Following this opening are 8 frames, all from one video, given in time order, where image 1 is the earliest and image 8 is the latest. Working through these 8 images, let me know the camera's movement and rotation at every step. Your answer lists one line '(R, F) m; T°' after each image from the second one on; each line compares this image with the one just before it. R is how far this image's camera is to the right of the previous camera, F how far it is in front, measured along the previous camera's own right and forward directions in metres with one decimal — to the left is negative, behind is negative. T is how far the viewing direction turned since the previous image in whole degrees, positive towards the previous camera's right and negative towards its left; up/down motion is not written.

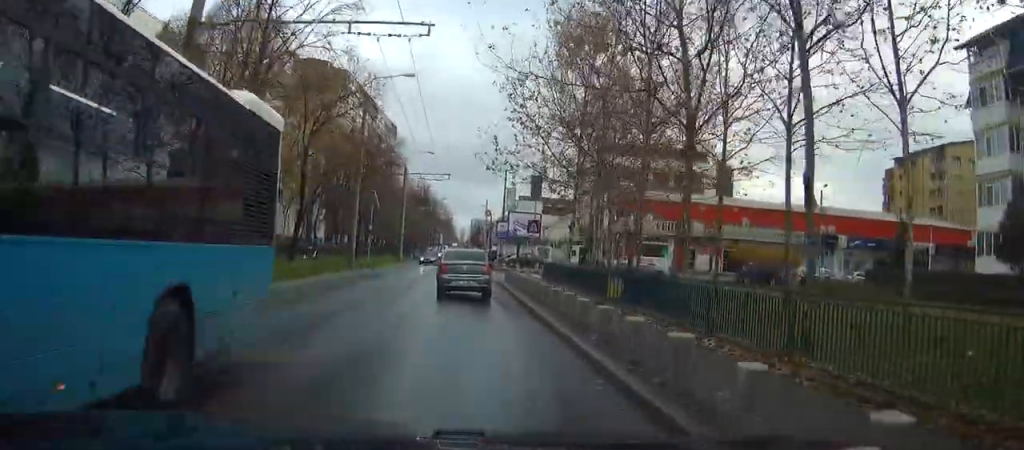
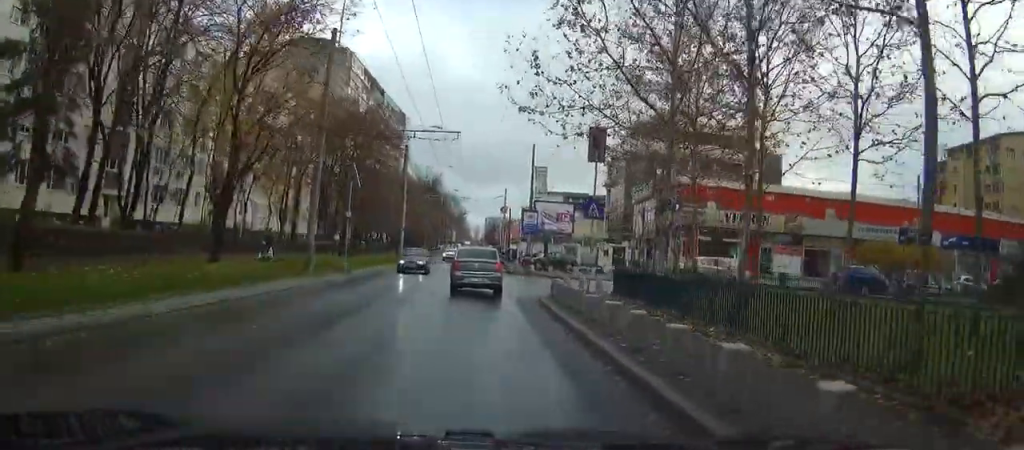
(0.0, +14.3) m; 0°
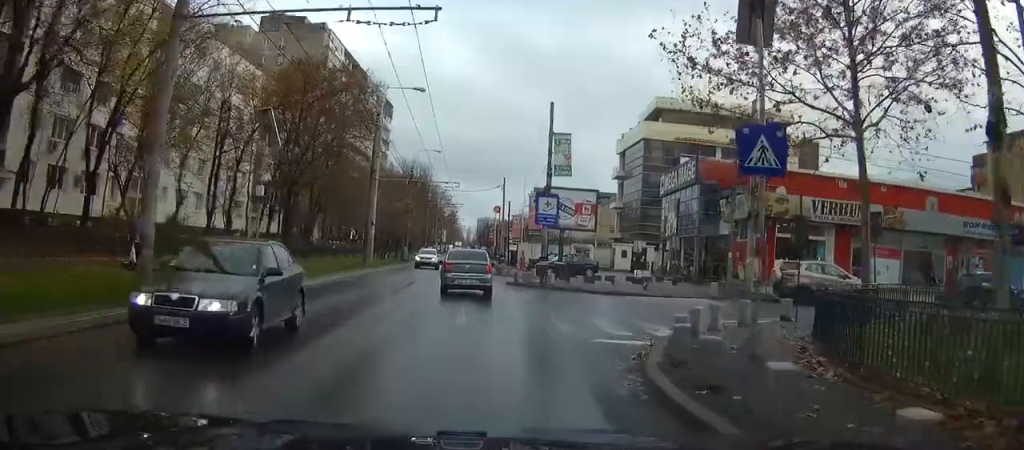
(0.0, +13.9) m; 0°
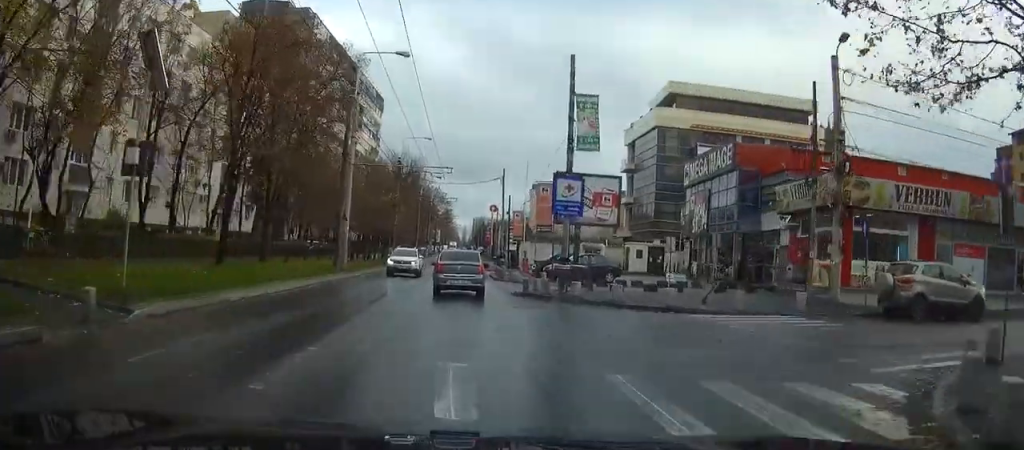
(+0.1, +7.9) m; 0°
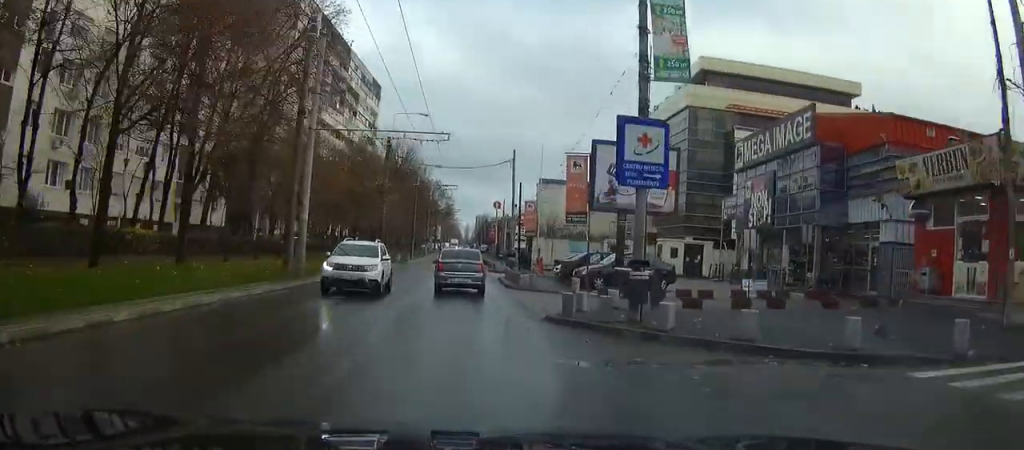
(-0.1, +9.9) m; 0°
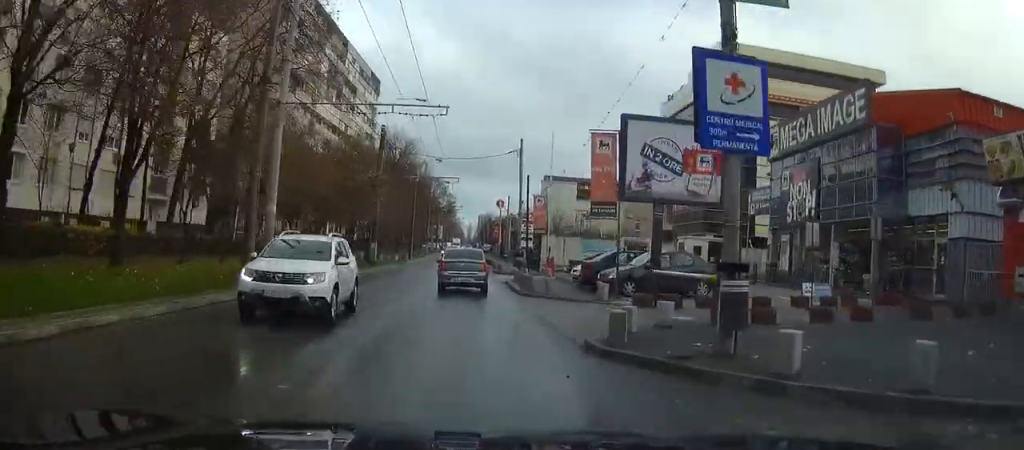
(0.0, +4.8) m; 0°
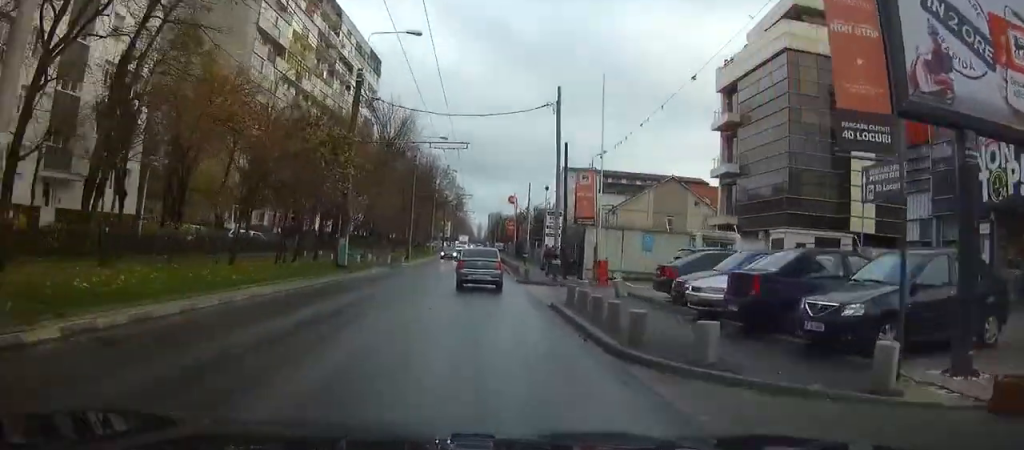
(0.0, +14.4) m; 0°
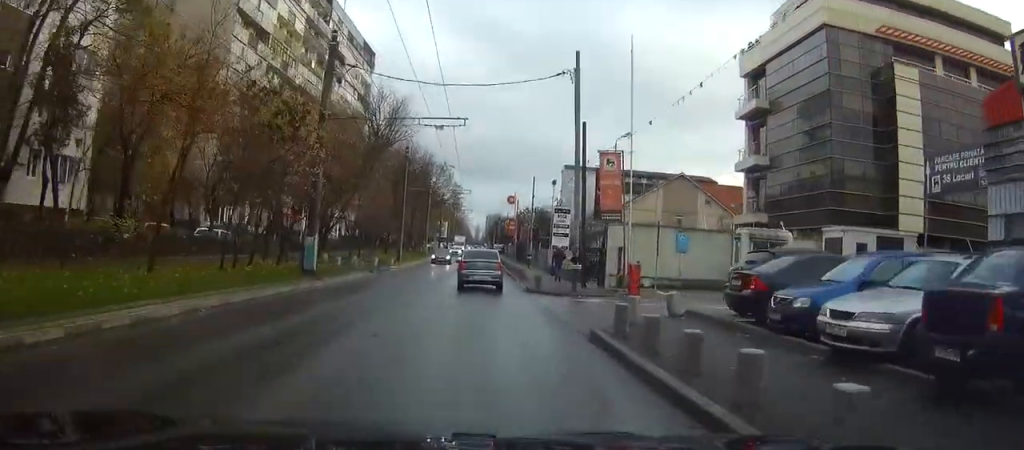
(0.0, +6.0) m; 0°
